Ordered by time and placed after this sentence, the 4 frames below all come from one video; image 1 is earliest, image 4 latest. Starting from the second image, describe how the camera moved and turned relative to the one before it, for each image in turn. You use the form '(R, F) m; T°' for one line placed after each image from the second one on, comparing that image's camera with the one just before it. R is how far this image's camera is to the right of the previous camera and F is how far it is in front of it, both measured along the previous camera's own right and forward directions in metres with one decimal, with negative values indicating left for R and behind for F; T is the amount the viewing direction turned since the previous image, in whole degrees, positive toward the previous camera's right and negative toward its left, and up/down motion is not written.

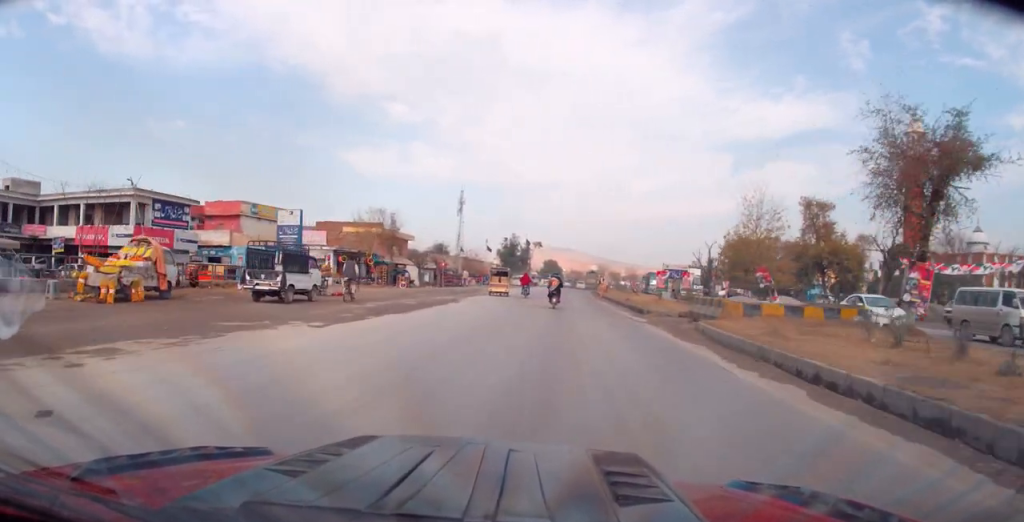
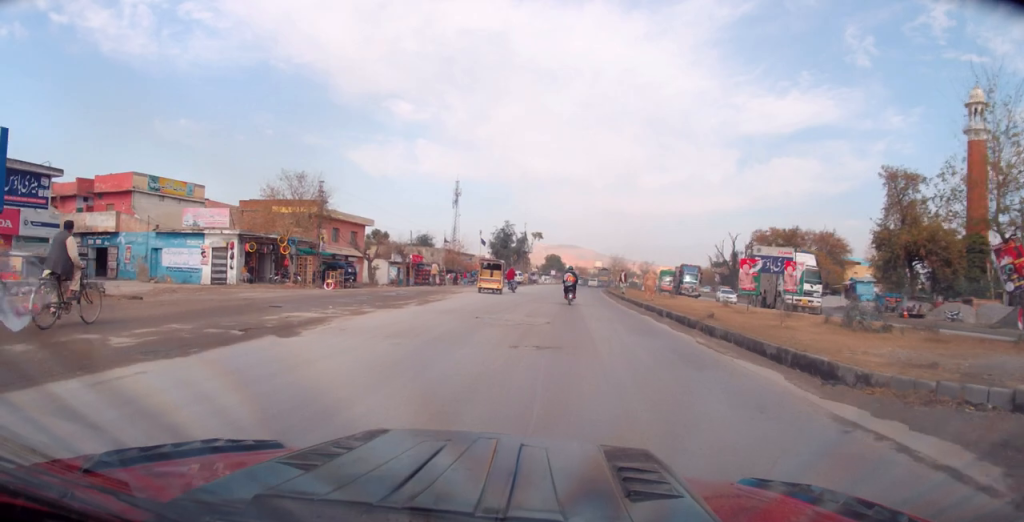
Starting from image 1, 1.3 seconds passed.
(-0.6, +18.5) m; -2°
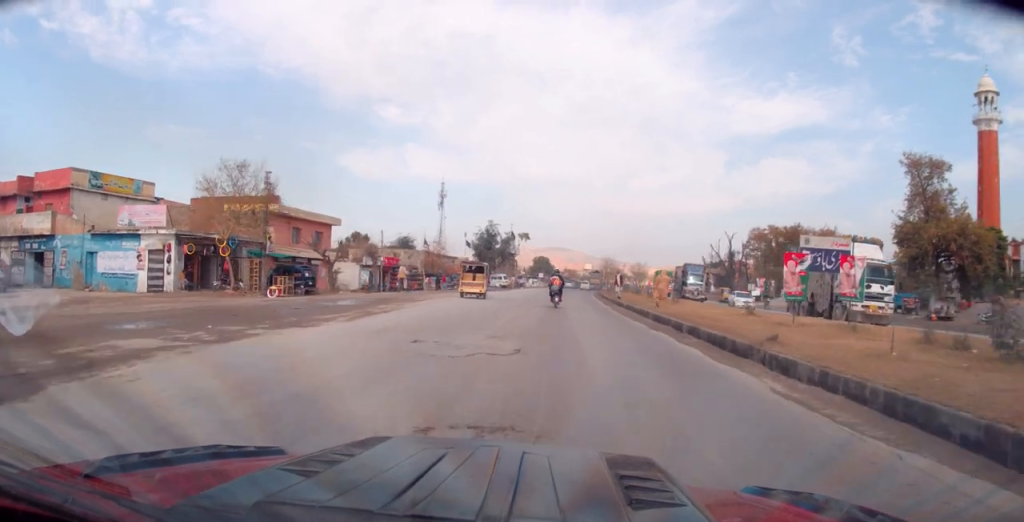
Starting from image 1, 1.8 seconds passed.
(0.0, +6.0) m; 0°
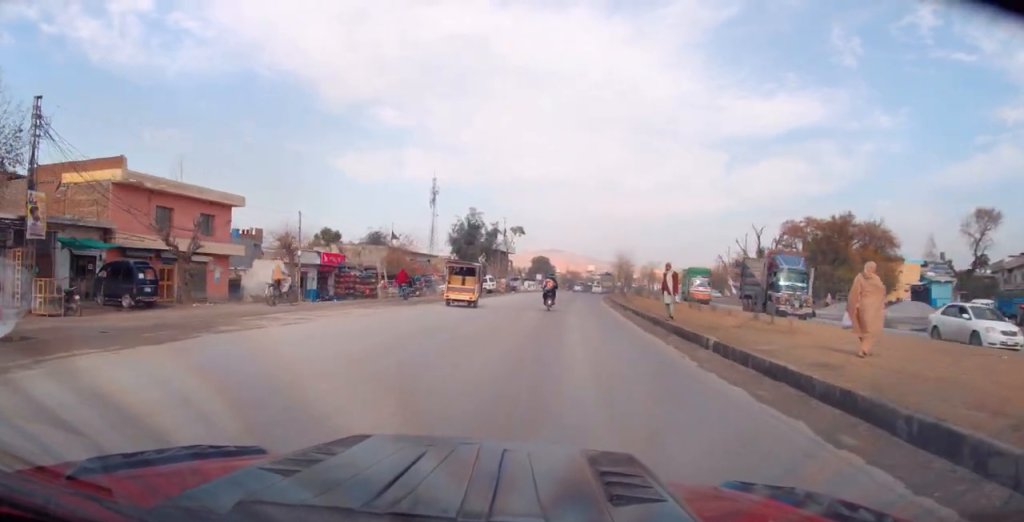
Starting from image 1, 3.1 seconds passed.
(+0.1, +17.8) m; +2°
